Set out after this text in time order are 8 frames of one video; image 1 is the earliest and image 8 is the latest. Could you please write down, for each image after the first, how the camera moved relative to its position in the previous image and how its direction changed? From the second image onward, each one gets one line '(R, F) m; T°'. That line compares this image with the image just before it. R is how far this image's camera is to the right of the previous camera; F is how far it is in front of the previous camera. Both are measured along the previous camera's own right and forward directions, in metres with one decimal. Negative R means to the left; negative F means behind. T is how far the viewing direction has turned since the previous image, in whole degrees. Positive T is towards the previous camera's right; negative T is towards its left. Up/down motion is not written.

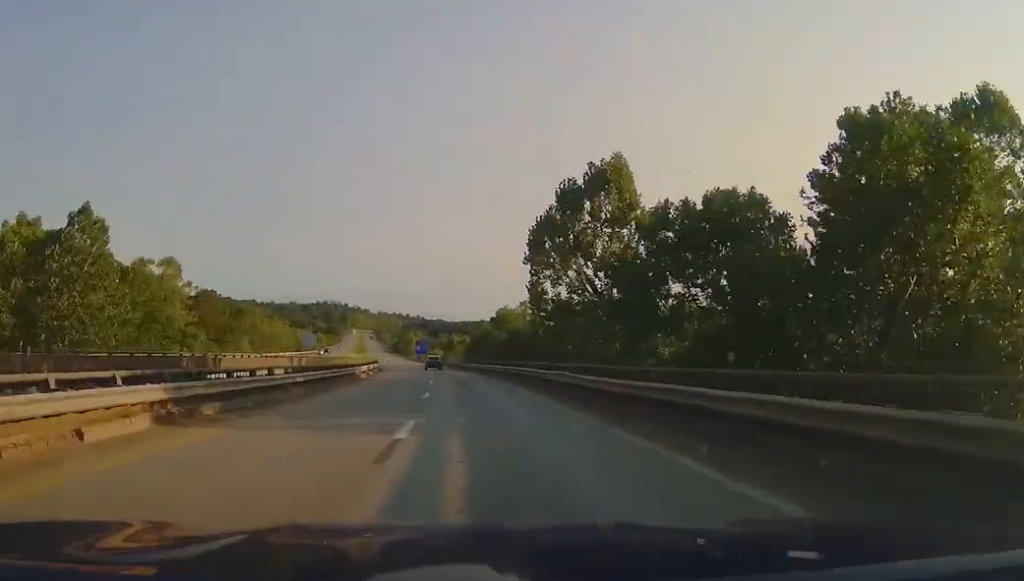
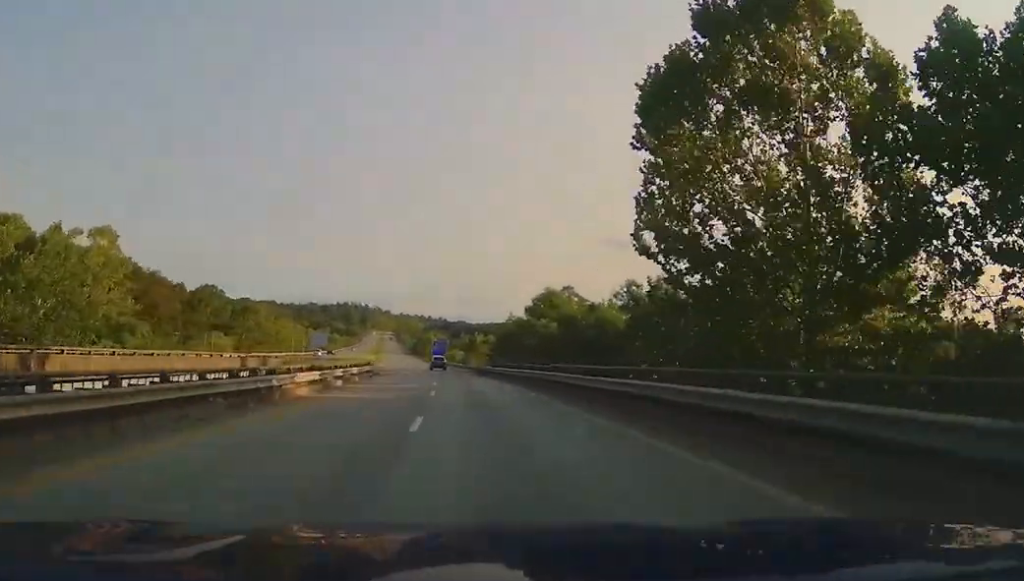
(0.0, +23.4) m; 0°
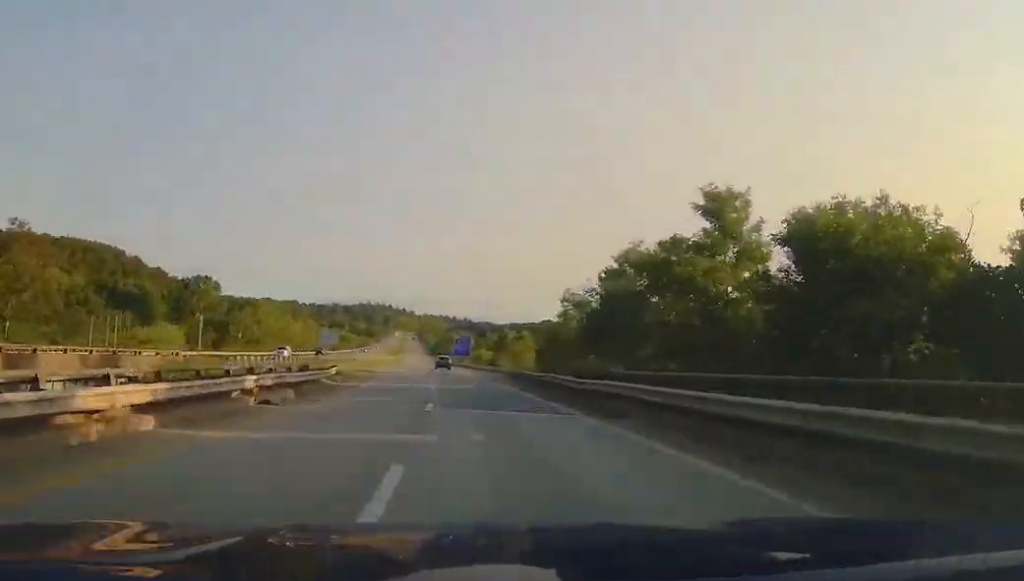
(0.0, +30.9) m; 0°
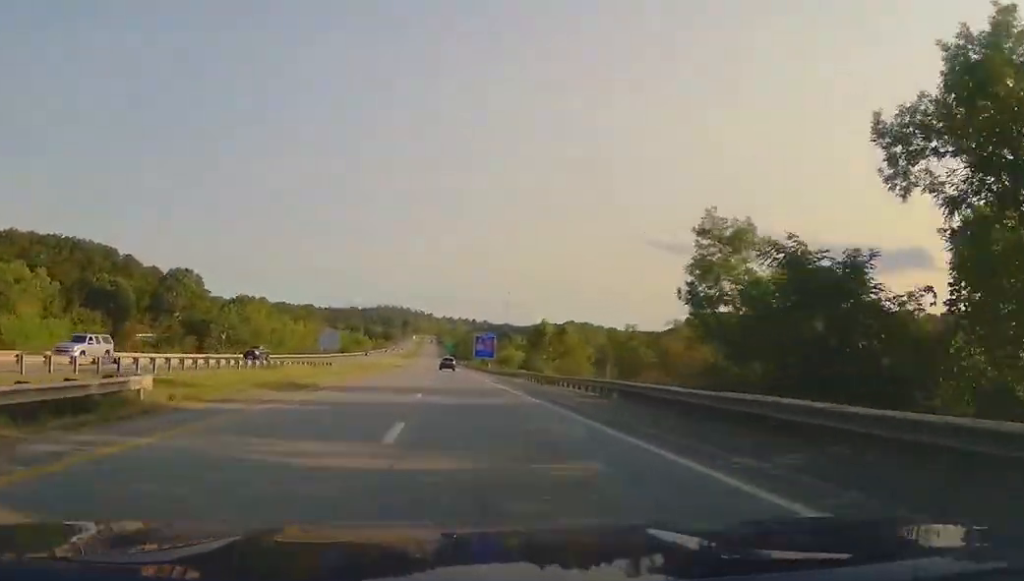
(0.0, +32.0) m; -2°
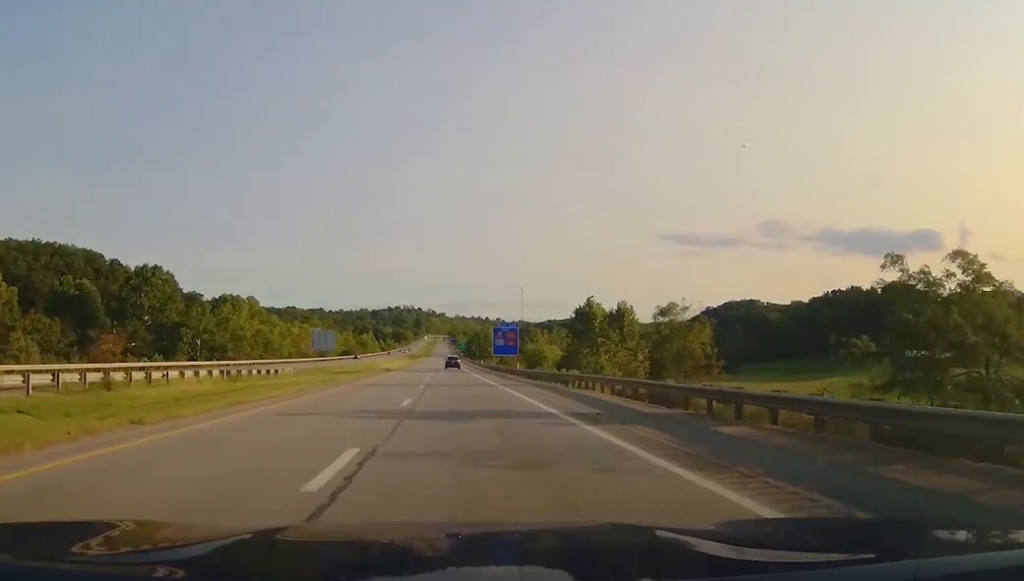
(-0.5, +27.7) m; -3°
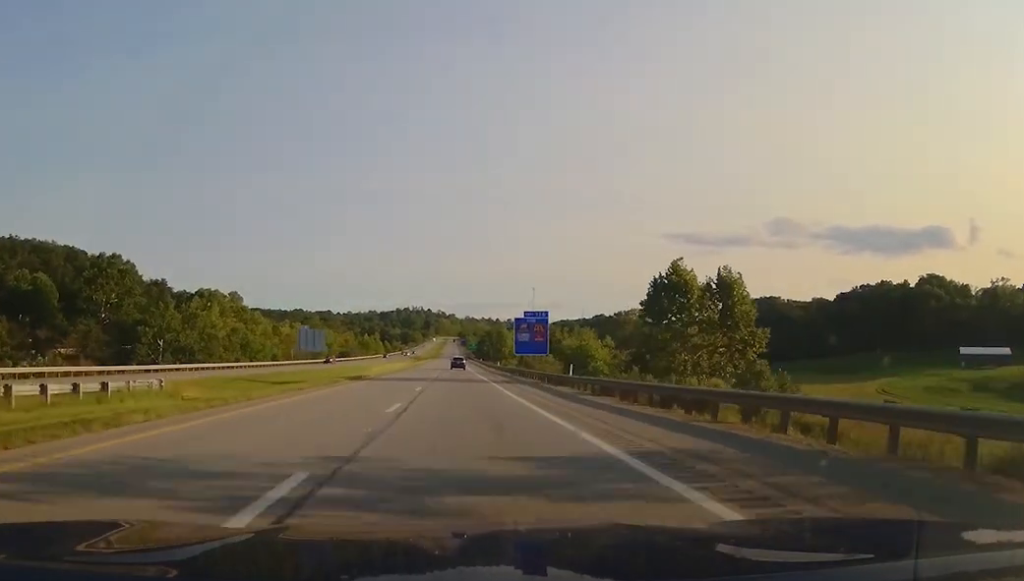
(-1.1, +26.9) m; -3°
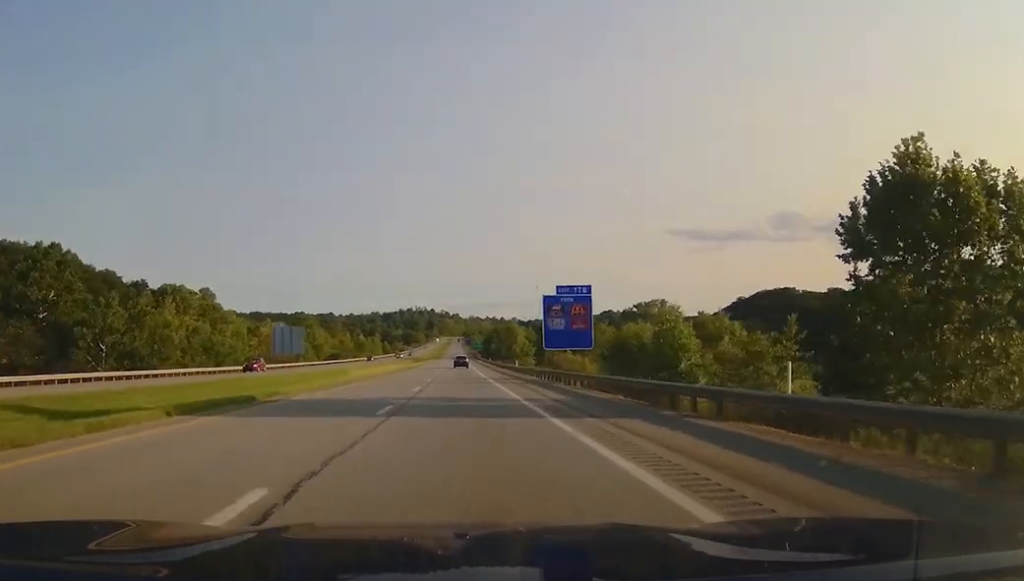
(-0.1, +25.8) m; 0°
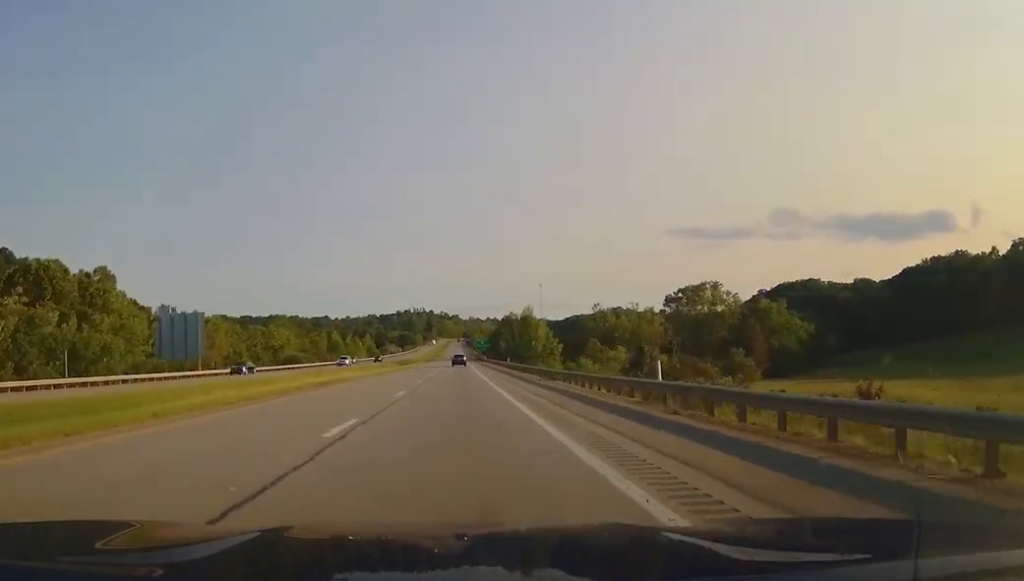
(0.0, +53.9) m; 0°
